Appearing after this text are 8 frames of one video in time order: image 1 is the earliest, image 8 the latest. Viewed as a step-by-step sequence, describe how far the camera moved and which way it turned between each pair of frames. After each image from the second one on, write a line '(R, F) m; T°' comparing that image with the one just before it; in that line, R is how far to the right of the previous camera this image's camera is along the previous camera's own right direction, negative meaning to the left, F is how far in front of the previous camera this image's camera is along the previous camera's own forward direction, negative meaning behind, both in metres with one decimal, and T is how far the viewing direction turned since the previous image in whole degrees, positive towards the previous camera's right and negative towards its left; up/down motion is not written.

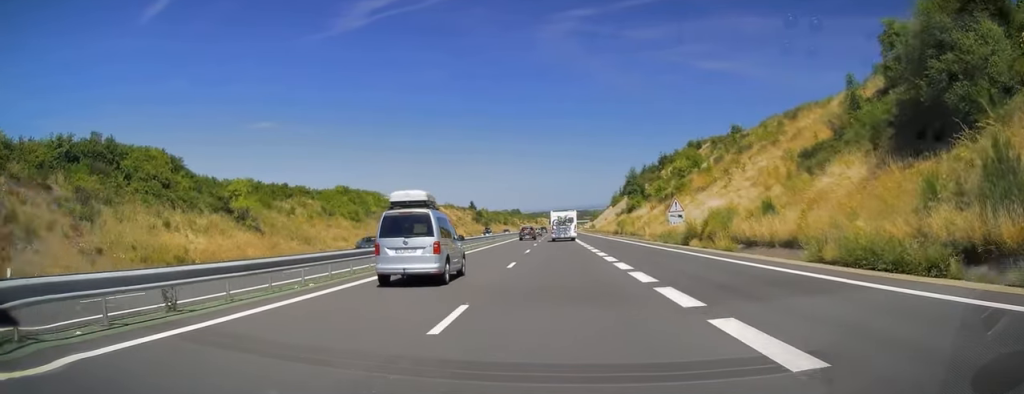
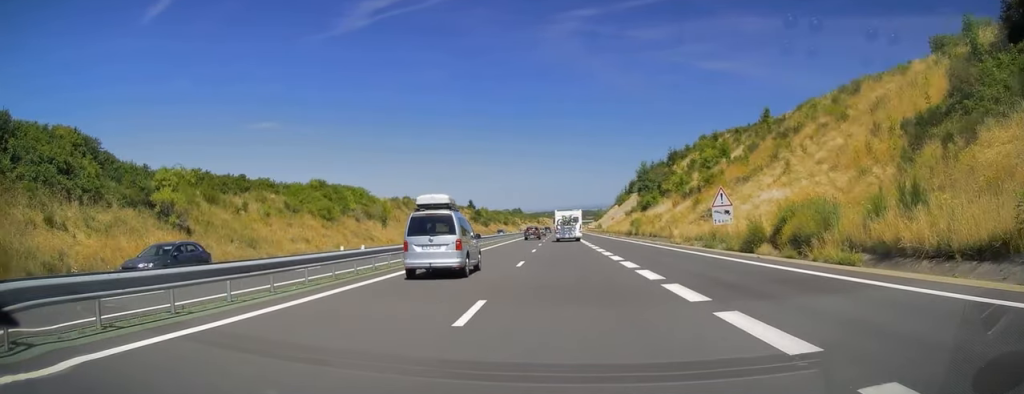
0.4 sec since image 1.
(+0.1, +12.4) m; 0°
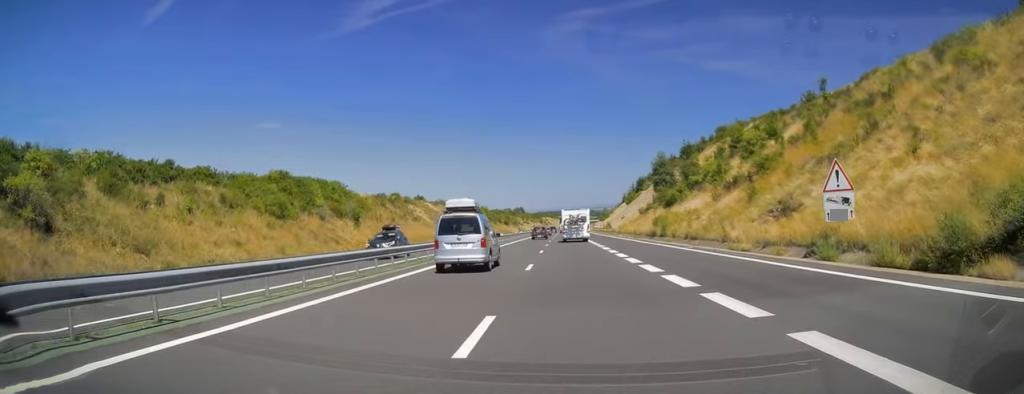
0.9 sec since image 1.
(-0.1, +15.0) m; 0°
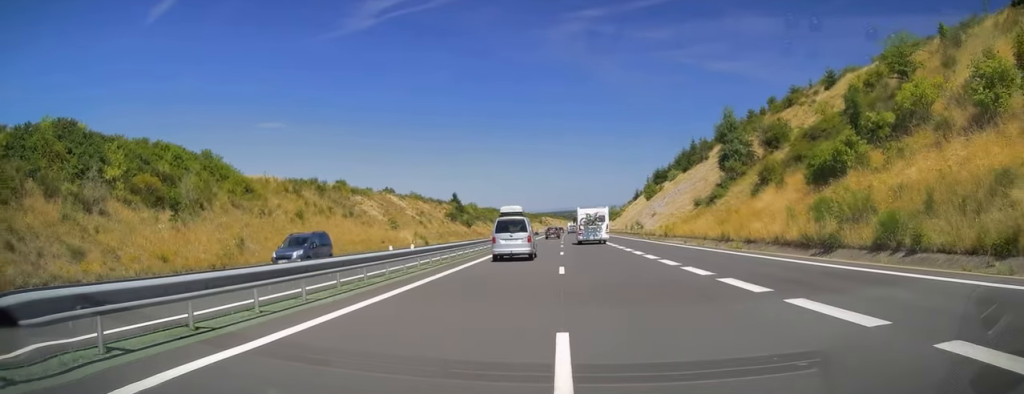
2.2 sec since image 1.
(-0.1, +40.6) m; 0°
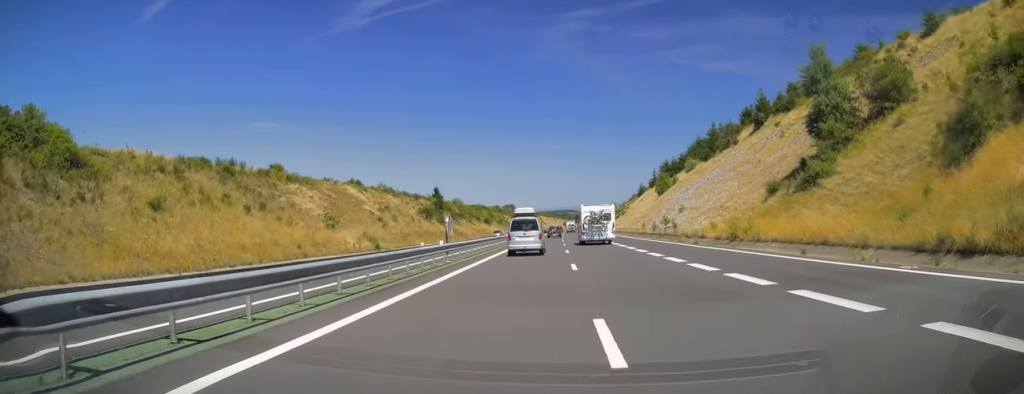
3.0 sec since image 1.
(0.0, +25.0) m; 0°
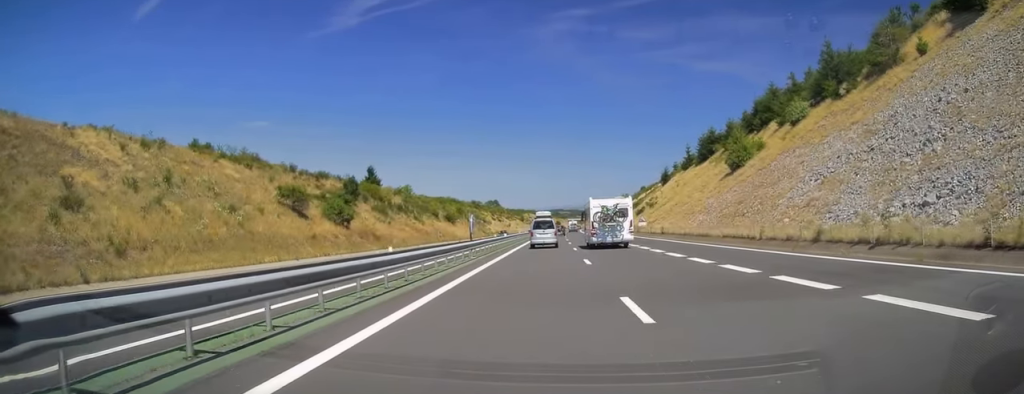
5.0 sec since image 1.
(+0.7, +62.3) m; +1°
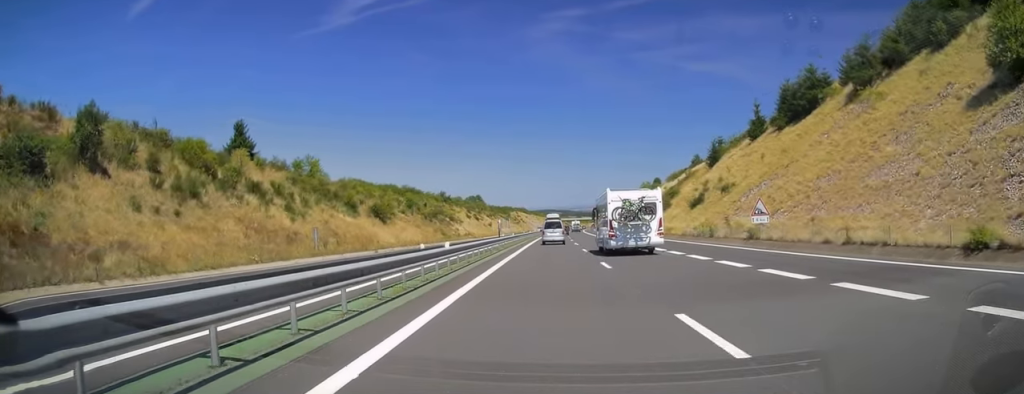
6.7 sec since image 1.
(+0.1, +54.4) m; 0°
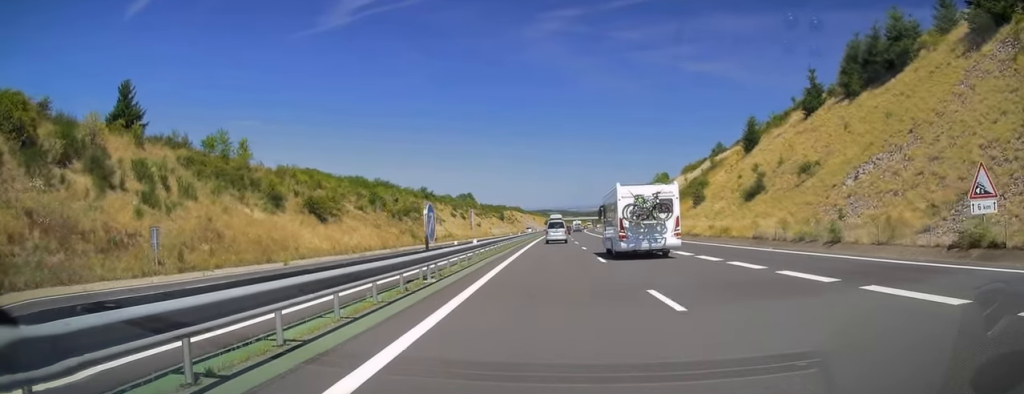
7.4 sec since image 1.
(0.0, +22.7) m; 0°
